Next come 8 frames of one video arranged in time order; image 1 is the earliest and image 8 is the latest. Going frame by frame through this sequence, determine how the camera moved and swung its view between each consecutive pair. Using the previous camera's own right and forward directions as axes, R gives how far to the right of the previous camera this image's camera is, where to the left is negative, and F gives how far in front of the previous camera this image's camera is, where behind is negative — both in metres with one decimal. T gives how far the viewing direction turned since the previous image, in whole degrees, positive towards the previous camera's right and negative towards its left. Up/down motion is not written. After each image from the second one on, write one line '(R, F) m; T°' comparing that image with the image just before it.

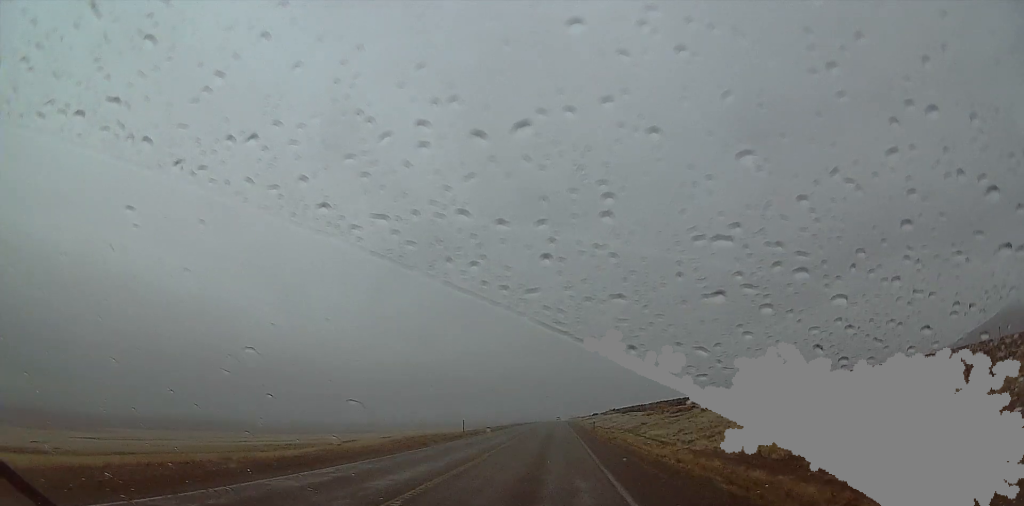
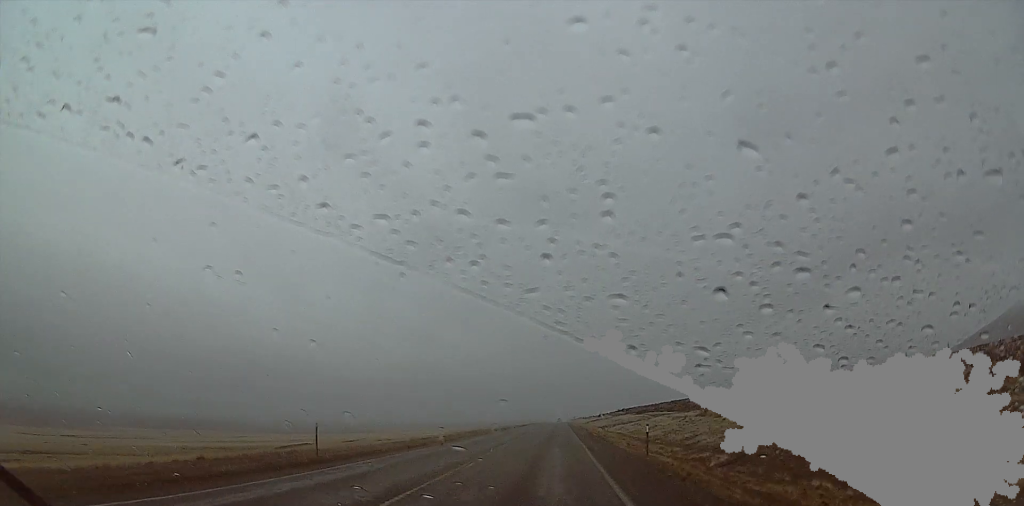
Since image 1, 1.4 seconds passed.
(-0.1, +37.7) m; 0°
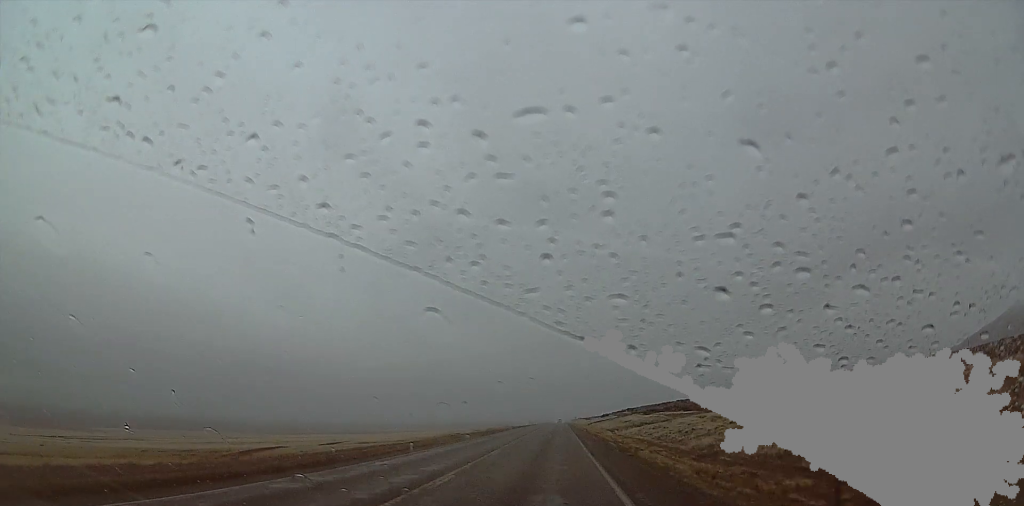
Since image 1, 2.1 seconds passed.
(0.0, +16.7) m; 0°
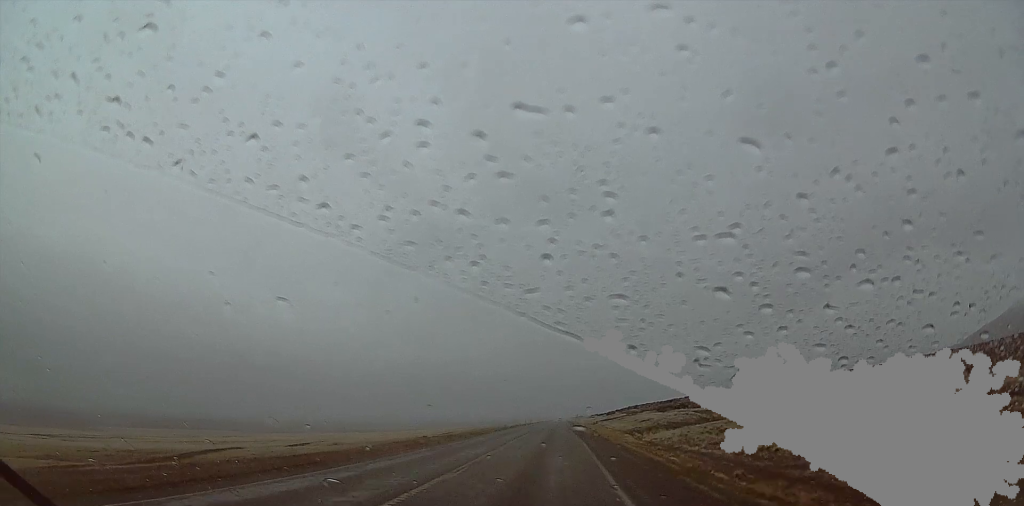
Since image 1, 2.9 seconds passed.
(0.0, +22.1) m; -1°
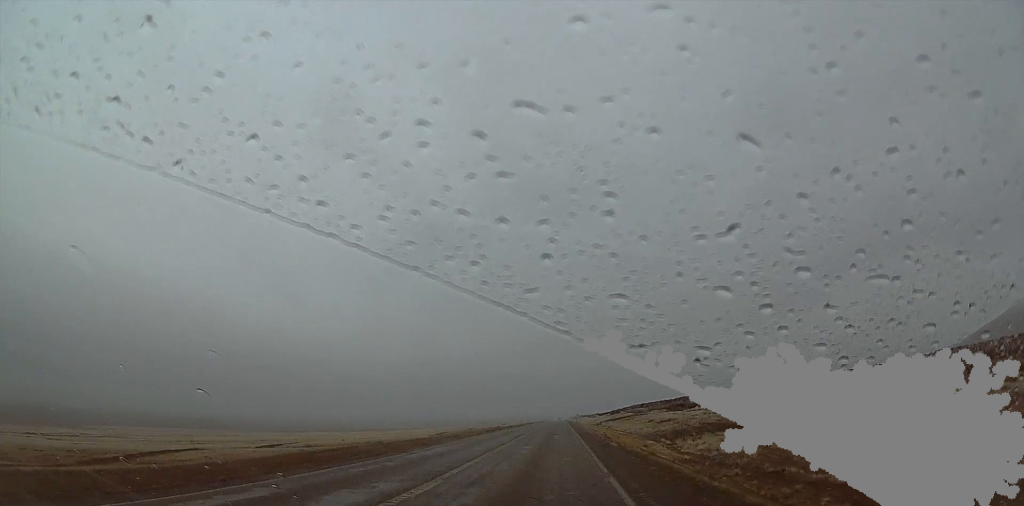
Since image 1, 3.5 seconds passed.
(+0.2, +15.9) m; -2°
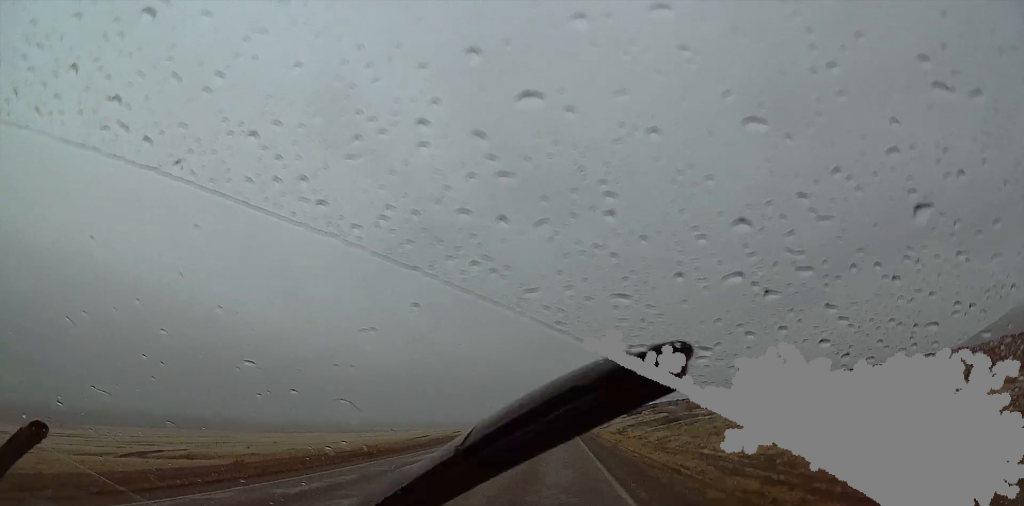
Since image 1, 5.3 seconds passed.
(-0.6, +46.6) m; +1°
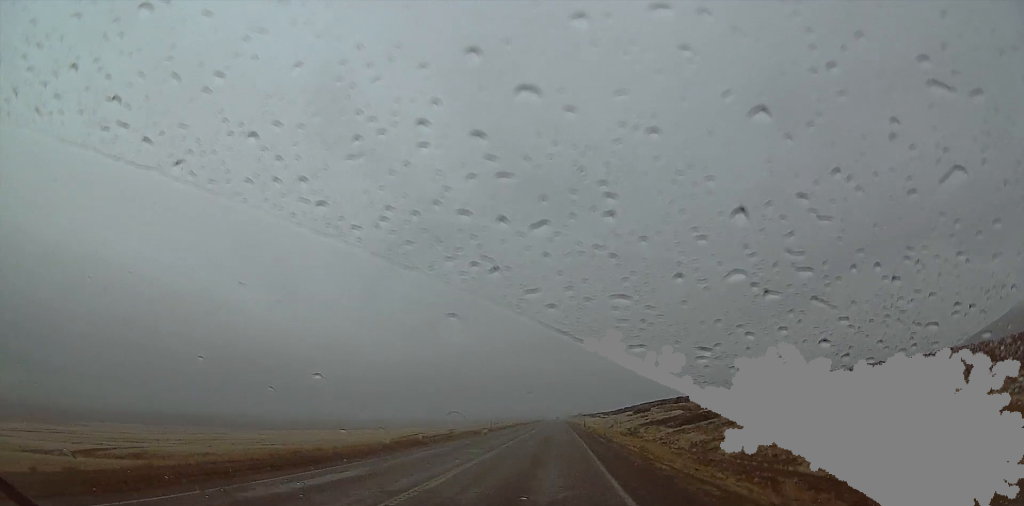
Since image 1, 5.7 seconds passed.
(+0.2, +12.3) m; +1°
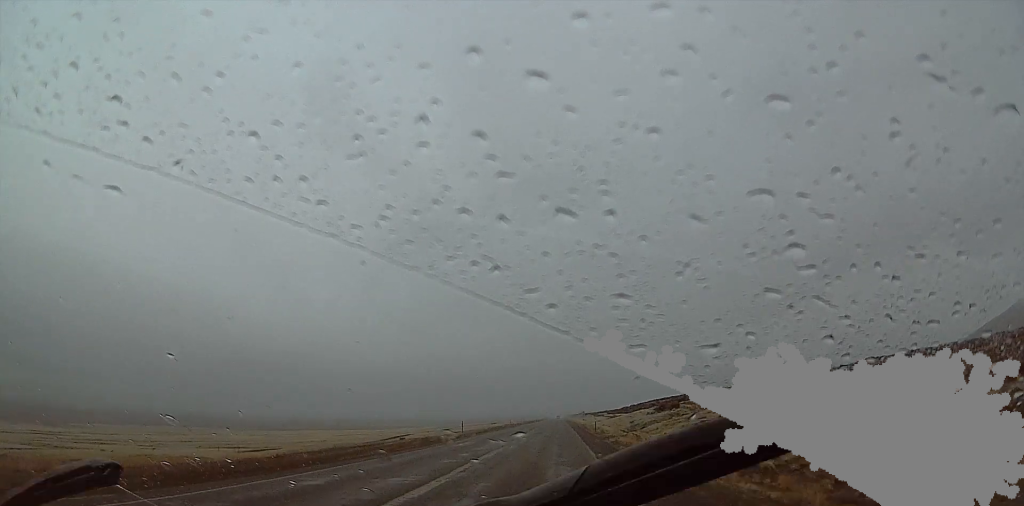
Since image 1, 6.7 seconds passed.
(-0.1, +25.3) m; 0°
